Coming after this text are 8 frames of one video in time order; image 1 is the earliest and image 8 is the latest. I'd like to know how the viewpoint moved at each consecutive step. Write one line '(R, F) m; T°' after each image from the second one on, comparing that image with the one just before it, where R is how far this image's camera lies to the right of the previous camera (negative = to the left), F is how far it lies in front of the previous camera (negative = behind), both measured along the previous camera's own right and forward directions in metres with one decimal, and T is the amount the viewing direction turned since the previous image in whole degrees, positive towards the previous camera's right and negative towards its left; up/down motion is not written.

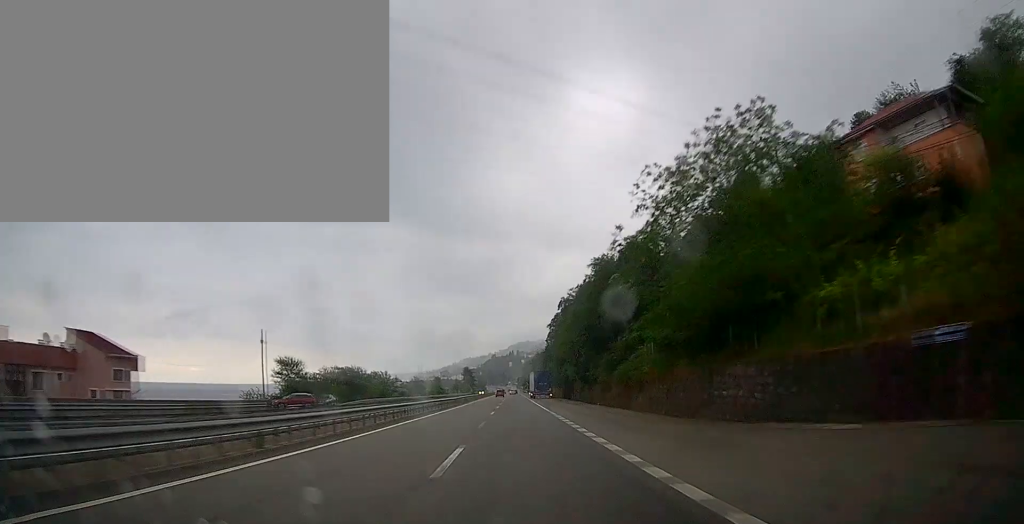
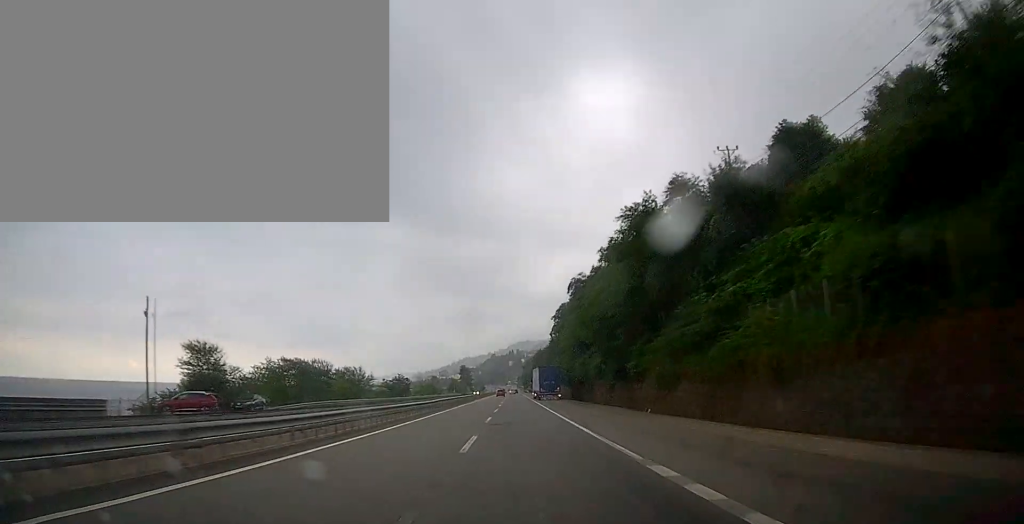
(+0.3, +20.1) m; +1°
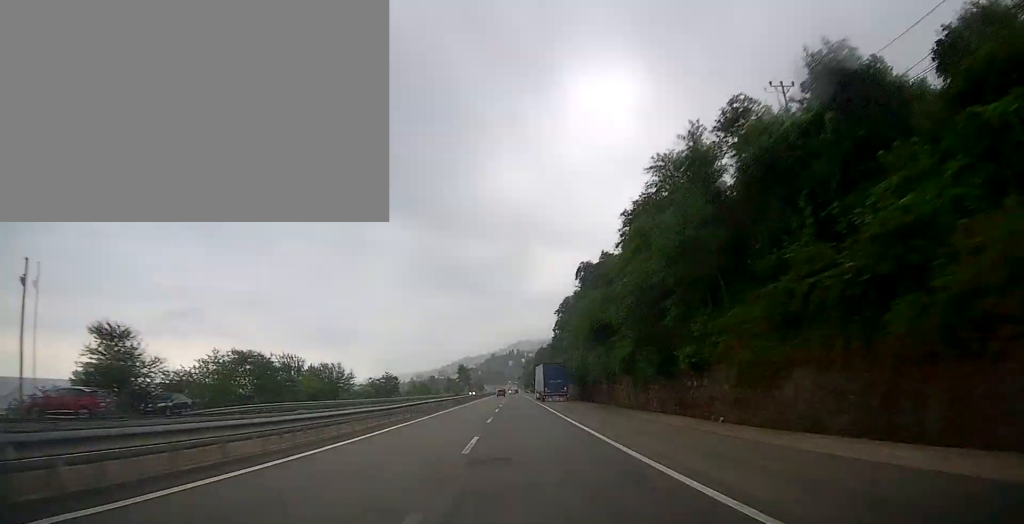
(0.0, +12.1) m; 0°
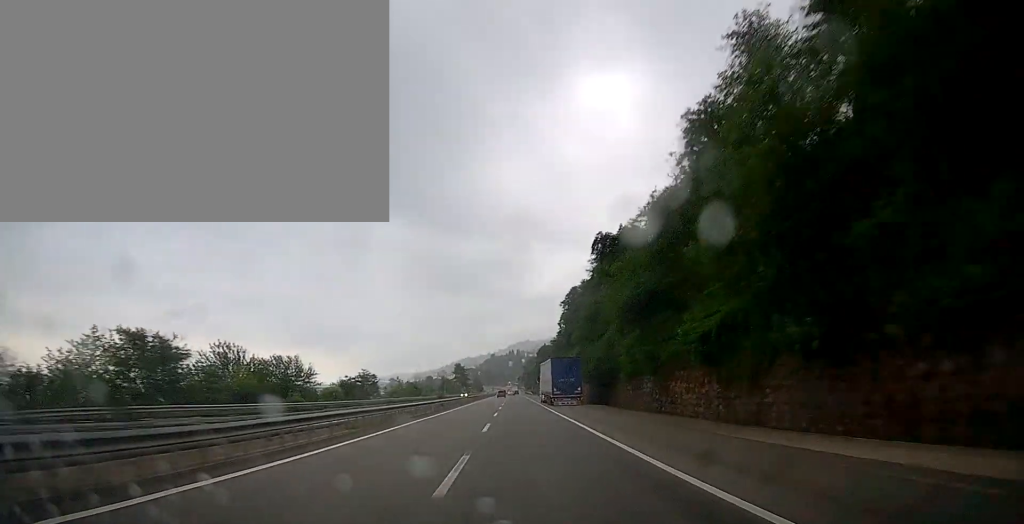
(0.0, +17.2) m; 0°
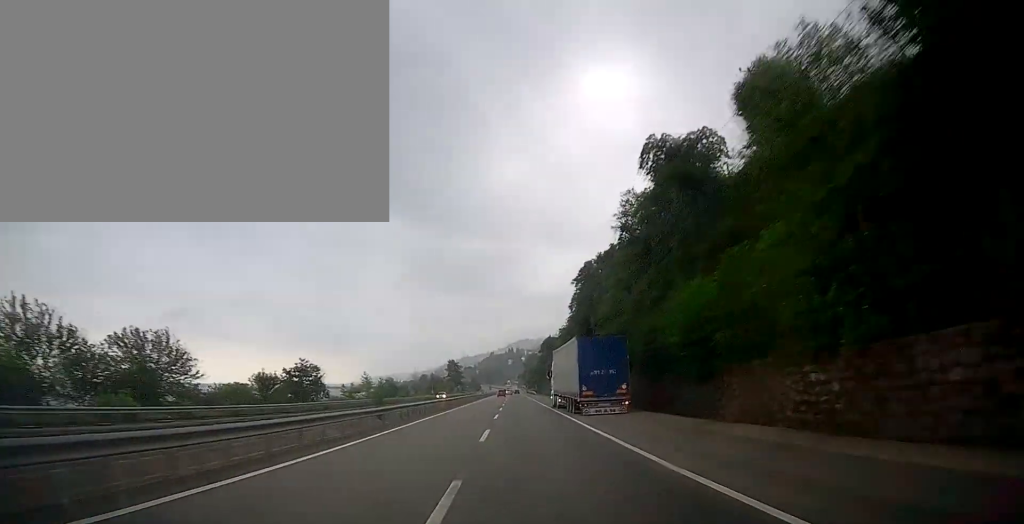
(0.0, +27.3) m; -1°
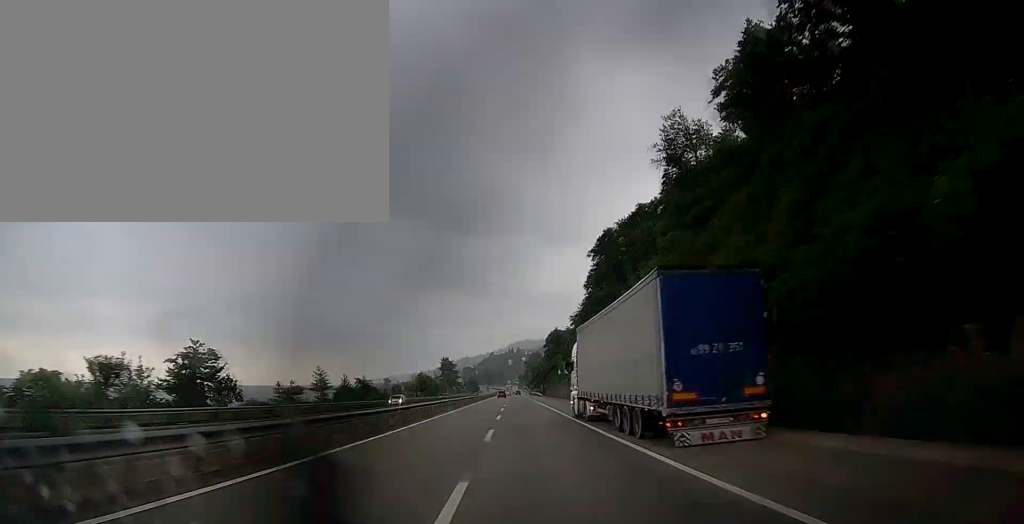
(-0.2, +23.3) m; -1°
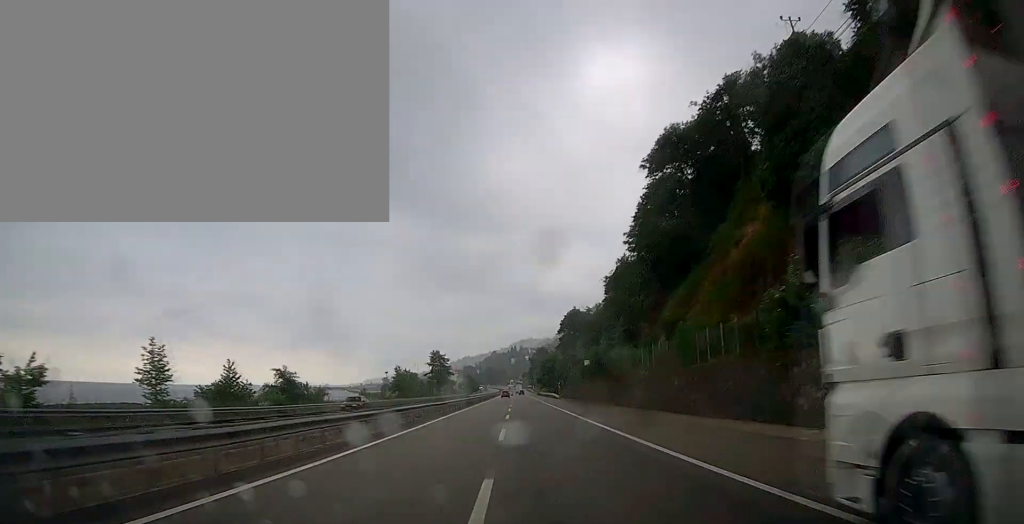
(-0.3, +35.7) m; 0°
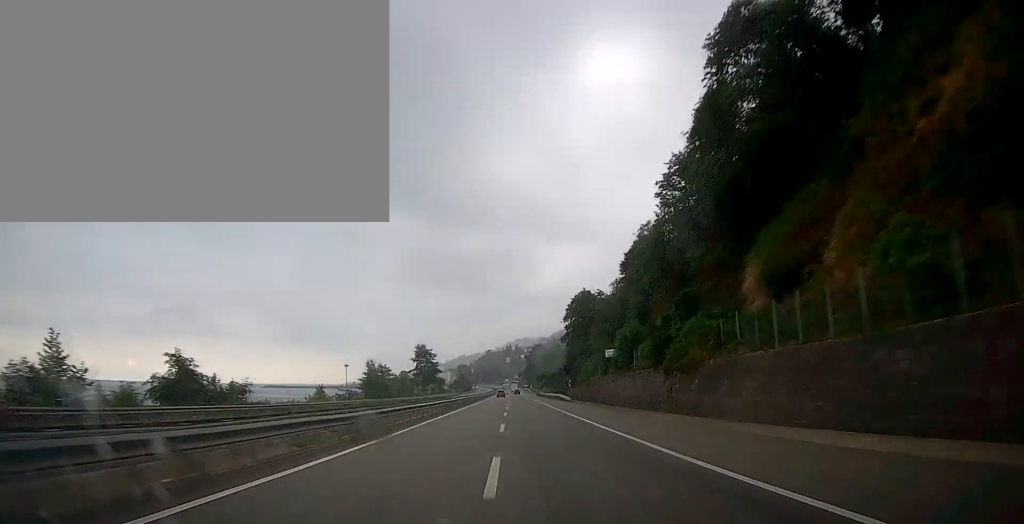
(+0.1, +20.4) m; +1°
